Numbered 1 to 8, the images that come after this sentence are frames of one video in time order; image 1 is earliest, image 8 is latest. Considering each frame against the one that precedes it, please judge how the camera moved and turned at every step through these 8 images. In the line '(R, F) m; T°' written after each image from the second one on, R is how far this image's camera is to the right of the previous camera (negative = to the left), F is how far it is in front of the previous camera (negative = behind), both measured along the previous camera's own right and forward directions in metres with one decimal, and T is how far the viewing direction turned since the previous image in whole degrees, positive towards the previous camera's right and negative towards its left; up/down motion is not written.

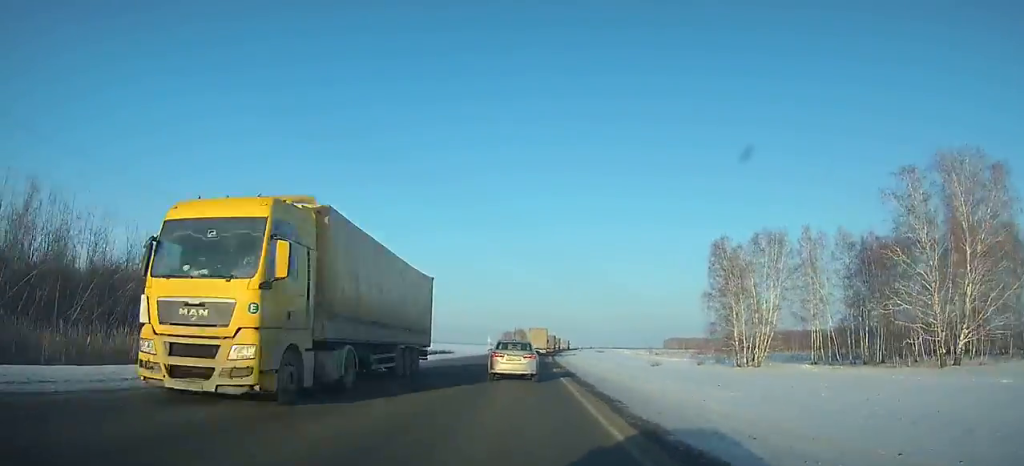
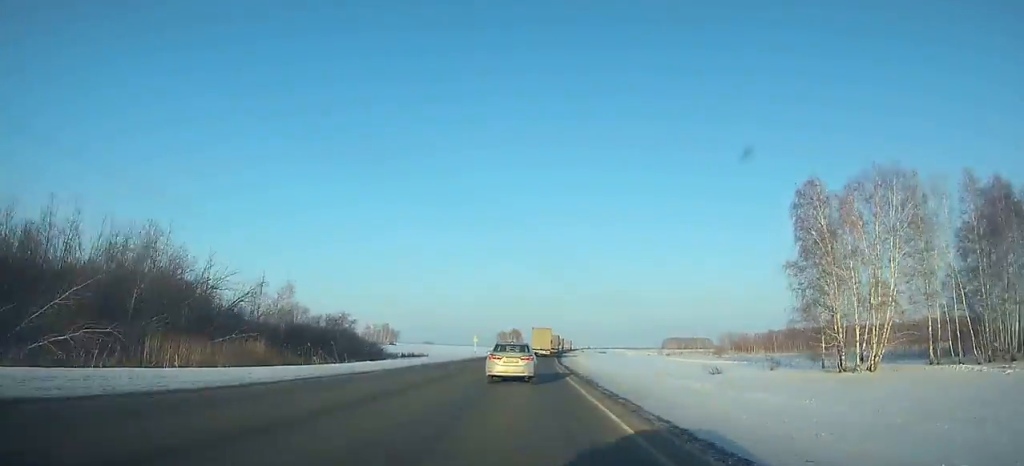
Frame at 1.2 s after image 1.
(-0.2, +24.8) m; +1°
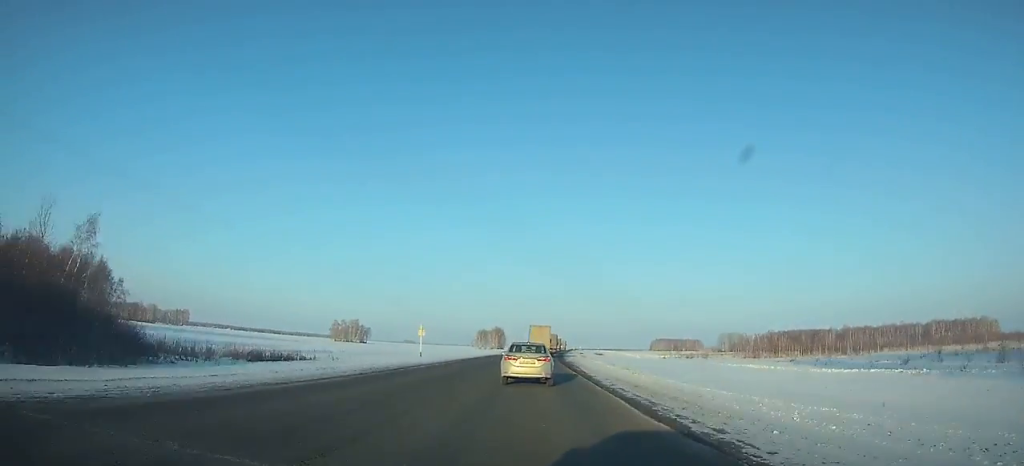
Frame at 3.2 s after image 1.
(+0.9, +39.9) m; +2°
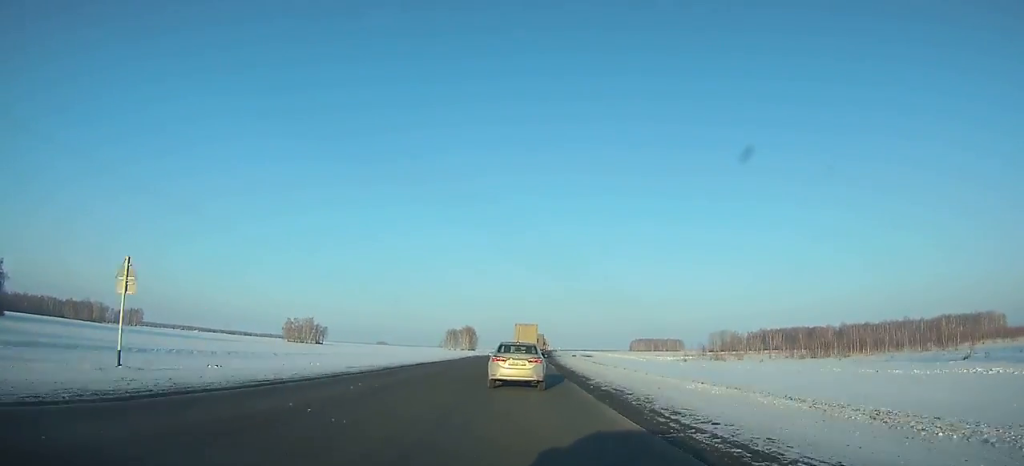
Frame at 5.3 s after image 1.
(+0.7, +41.1) m; +2°
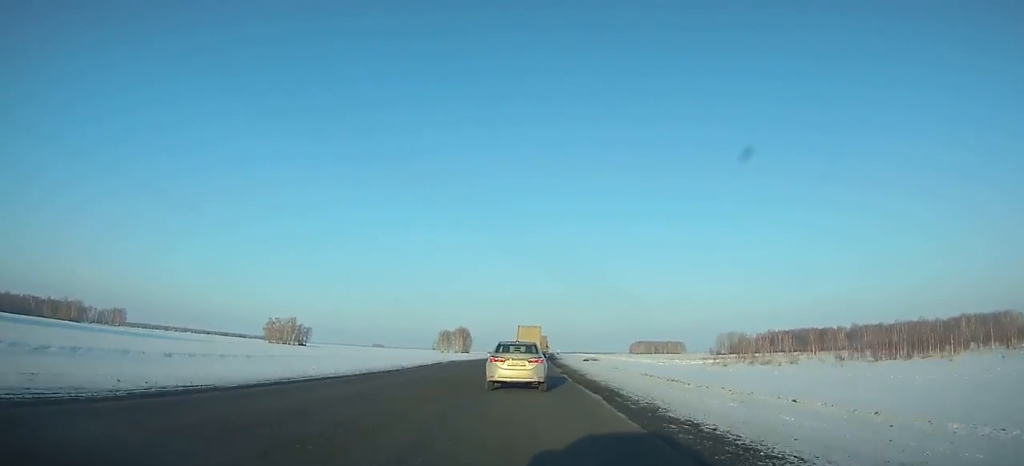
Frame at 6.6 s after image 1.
(+0.2, +25.0) m; +1°
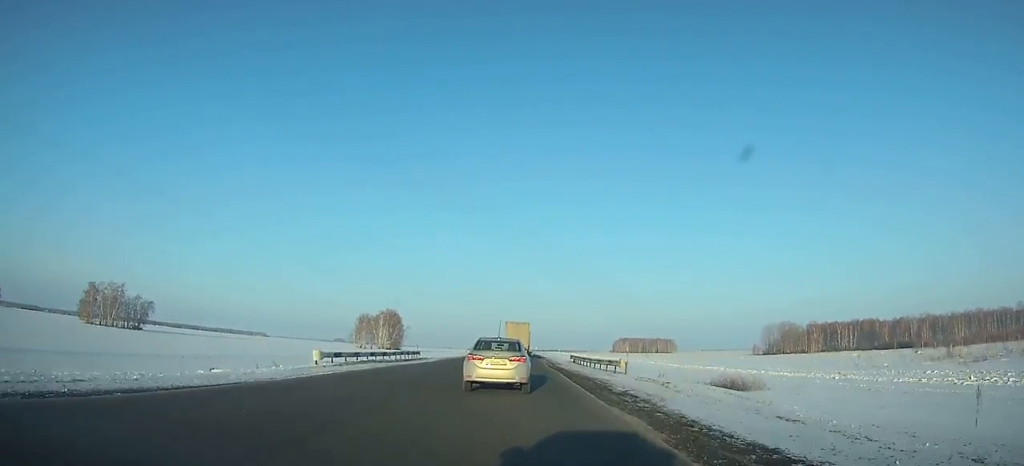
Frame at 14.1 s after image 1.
(+4.0, +137.9) m; +3°
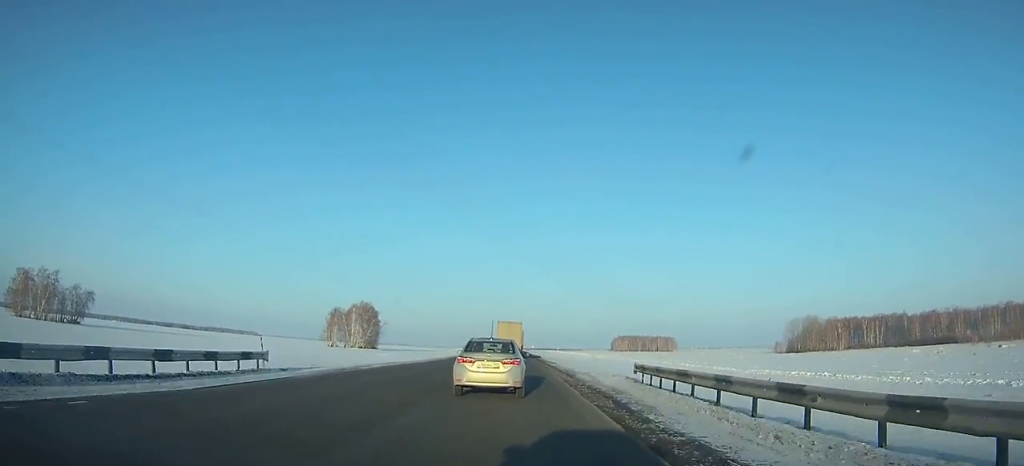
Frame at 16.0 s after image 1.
(0.0, +33.9) m; 0°
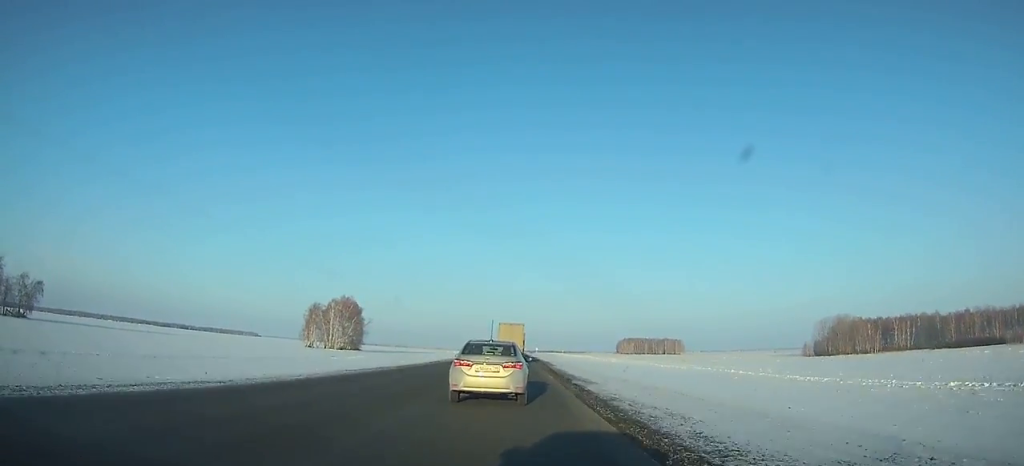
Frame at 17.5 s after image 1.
(0.0, +26.3) m; 0°
